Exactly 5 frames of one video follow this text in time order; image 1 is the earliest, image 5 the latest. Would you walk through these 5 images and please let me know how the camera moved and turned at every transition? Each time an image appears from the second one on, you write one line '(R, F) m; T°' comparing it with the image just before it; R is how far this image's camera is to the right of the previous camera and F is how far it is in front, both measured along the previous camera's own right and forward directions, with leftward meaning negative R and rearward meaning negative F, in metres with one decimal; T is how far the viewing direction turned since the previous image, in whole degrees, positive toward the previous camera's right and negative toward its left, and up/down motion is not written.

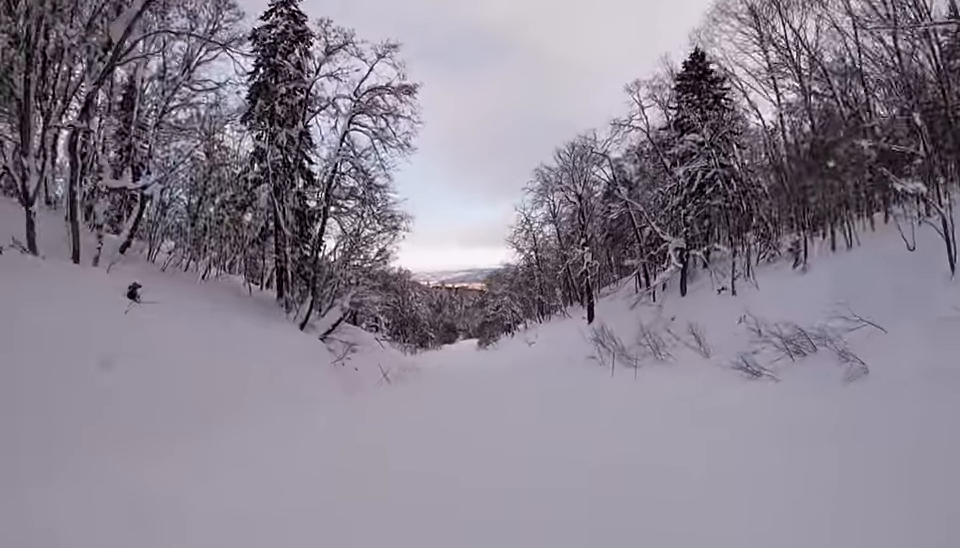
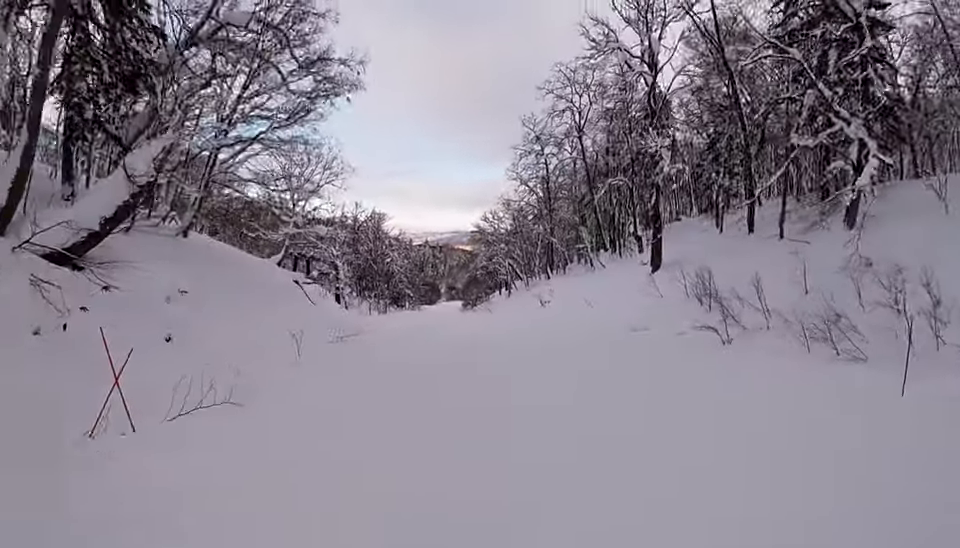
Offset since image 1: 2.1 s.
(-0.7, +22.5) m; -5°
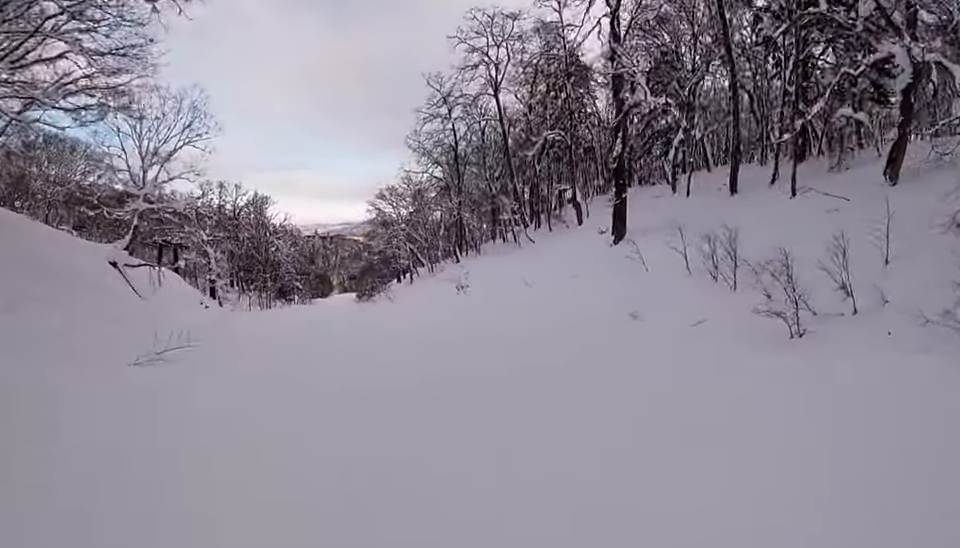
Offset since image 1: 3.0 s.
(0.0, +9.6) m; +1°
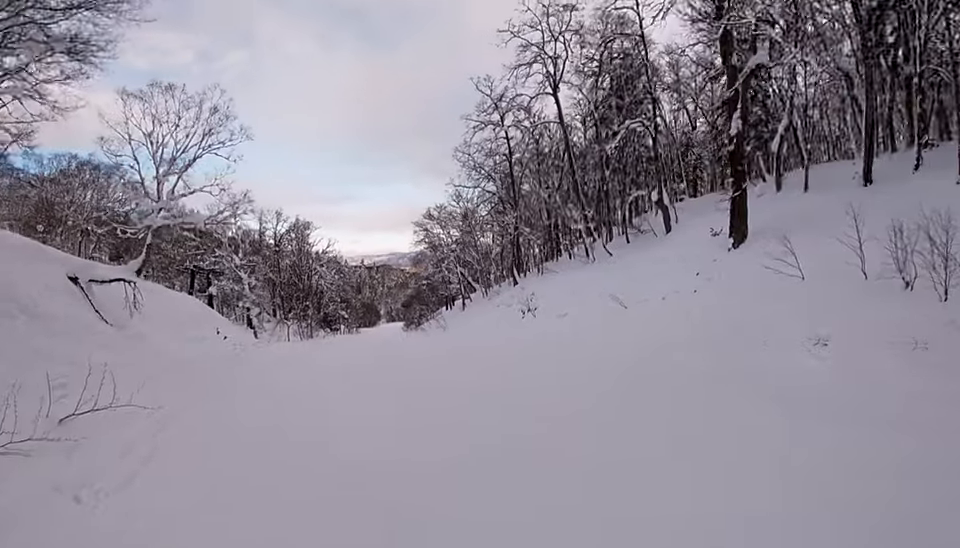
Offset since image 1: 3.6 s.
(+0.1, +6.3) m; 0°
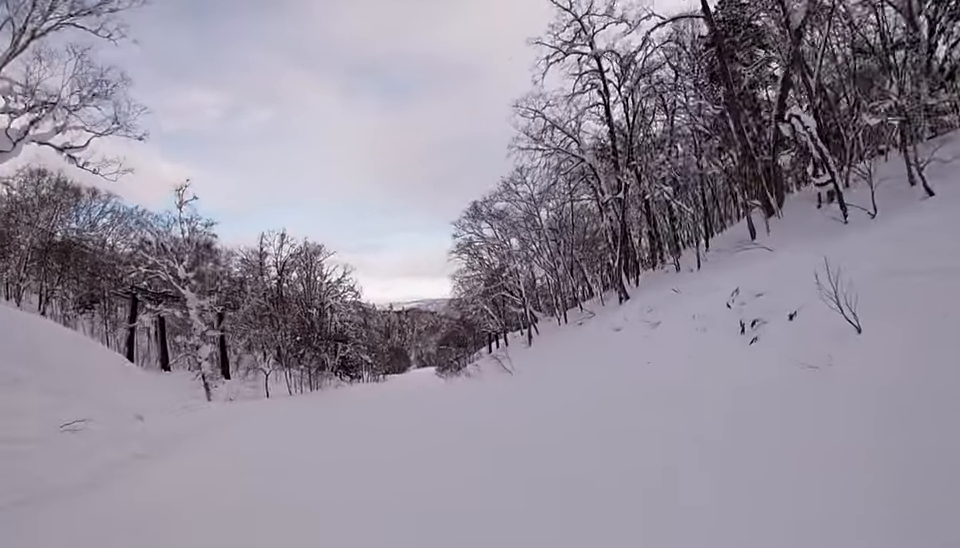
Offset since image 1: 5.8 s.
(-1.7, +21.9) m; -3°
